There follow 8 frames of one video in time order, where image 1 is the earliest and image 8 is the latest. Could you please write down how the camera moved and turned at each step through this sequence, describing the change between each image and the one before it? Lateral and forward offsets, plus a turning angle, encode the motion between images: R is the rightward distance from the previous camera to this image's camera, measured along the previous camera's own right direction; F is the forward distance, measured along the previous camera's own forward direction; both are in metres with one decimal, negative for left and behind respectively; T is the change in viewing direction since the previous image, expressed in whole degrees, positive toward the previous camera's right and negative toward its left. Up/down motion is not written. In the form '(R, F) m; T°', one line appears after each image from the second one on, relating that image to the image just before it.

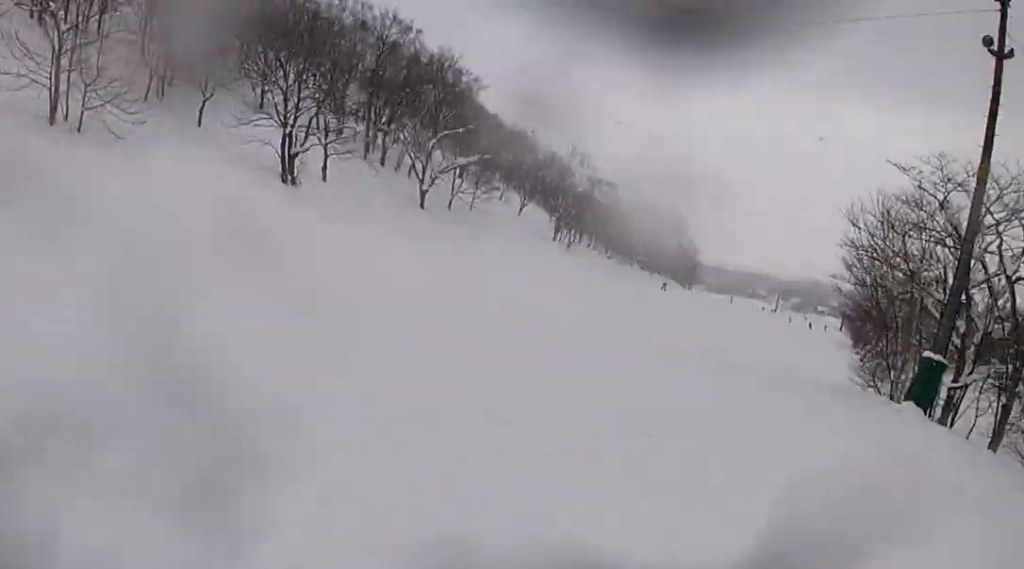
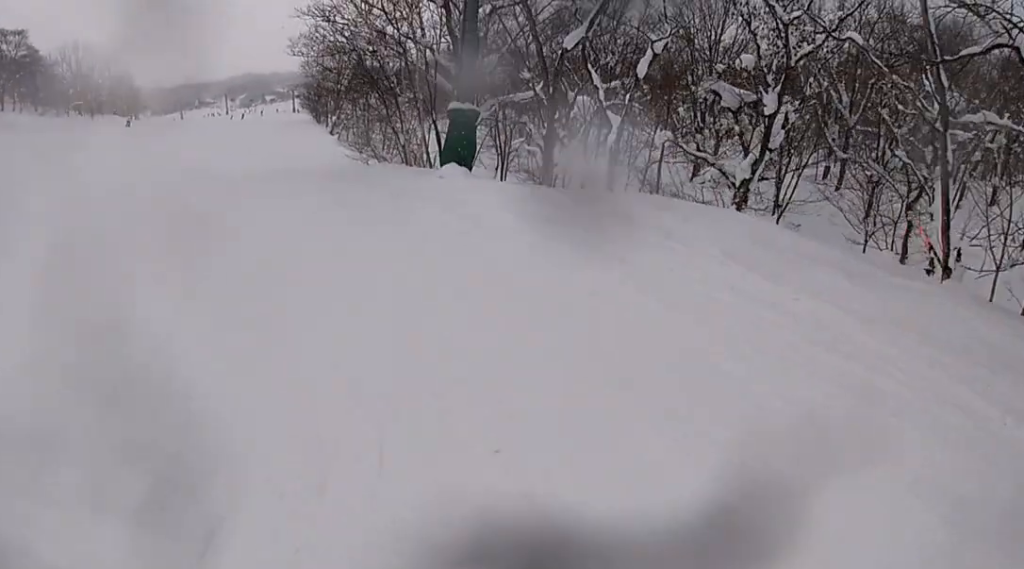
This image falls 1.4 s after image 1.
(+0.8, +6.0) m; +9°
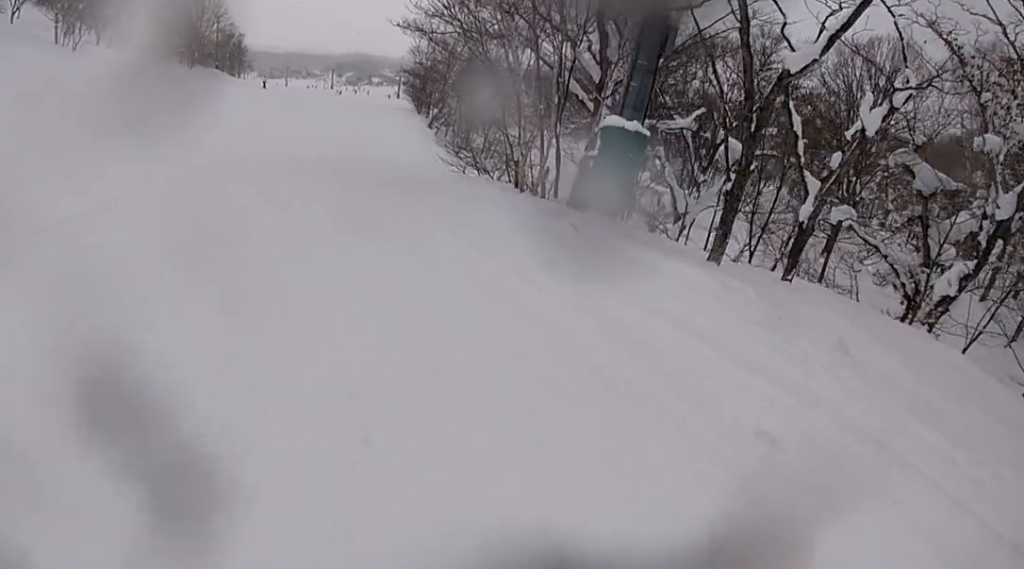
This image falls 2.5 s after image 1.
(0.0, +5.7) m; 0°
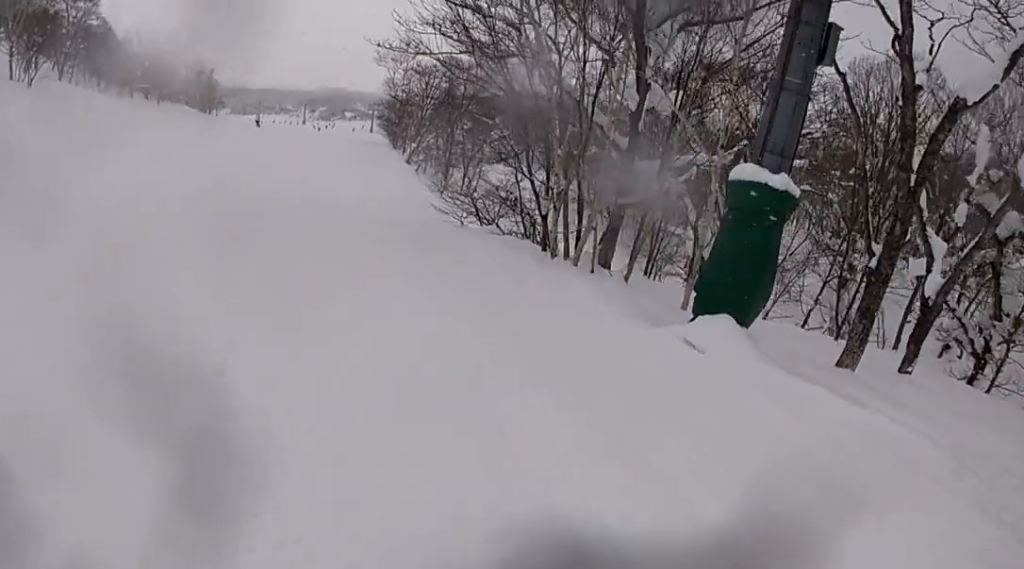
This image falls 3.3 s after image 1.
(0.0, +4.6) m; 0°
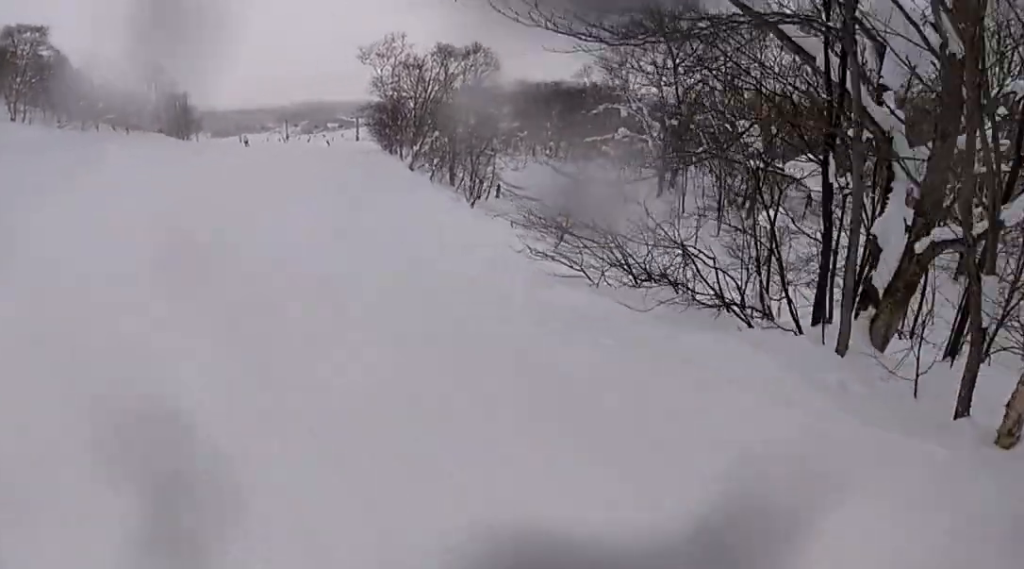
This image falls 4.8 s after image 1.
(0.0, +9.1) m; 0°
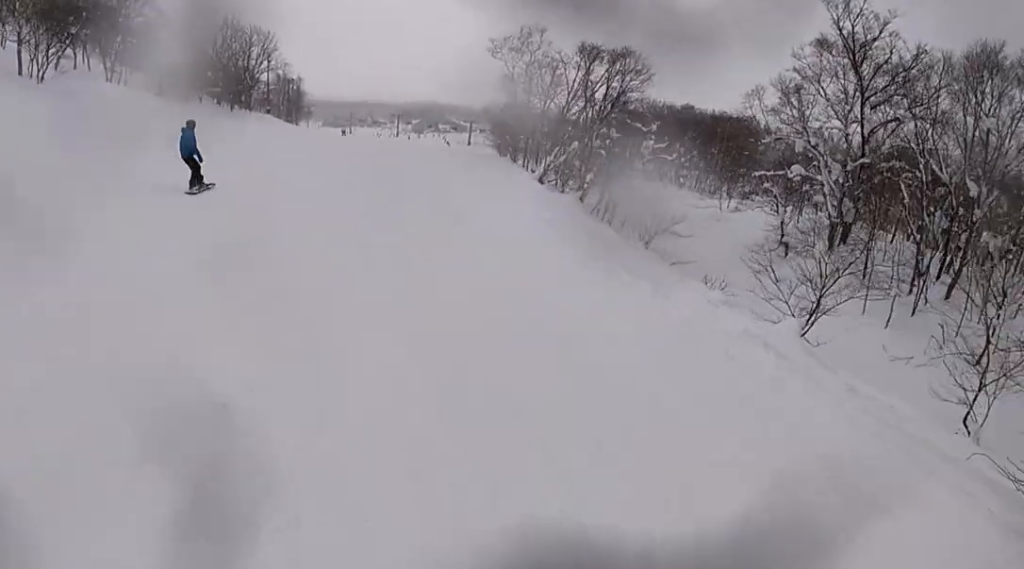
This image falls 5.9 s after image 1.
(0.0, +7.9) m; 0°
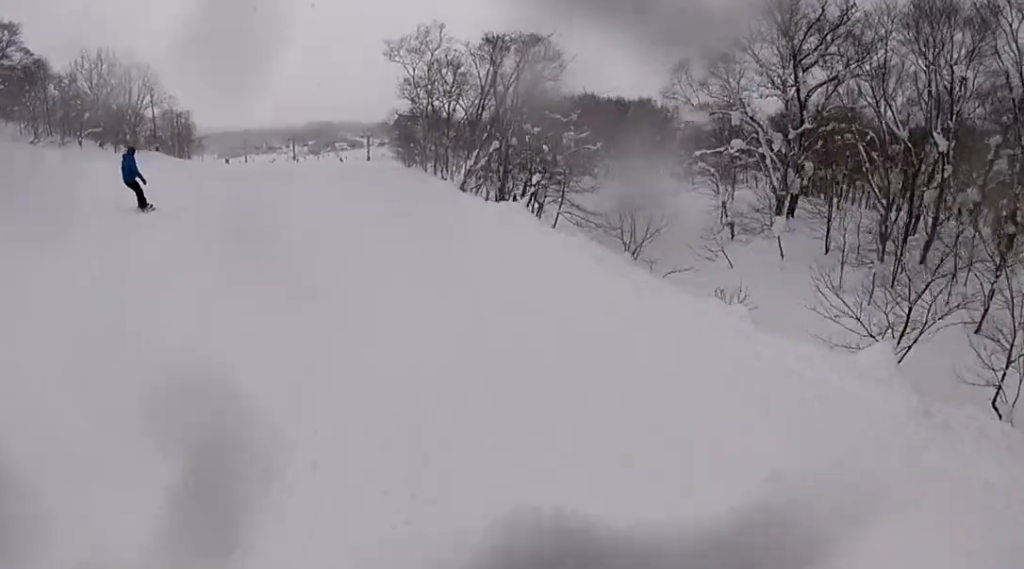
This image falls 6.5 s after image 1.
(0.0, +5.0) m; 0°
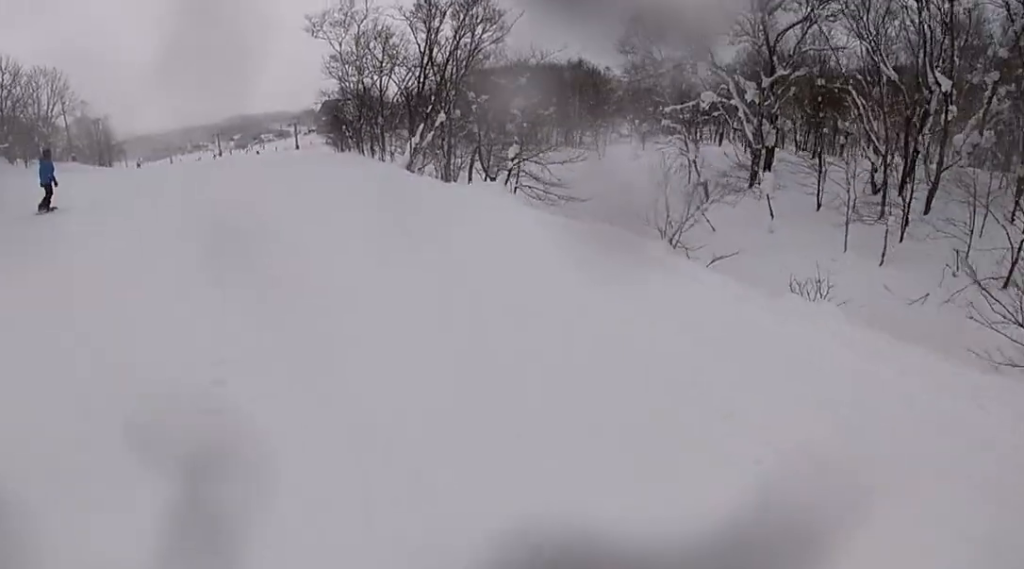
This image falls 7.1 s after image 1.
(0.0, +4.7) m; 0°
